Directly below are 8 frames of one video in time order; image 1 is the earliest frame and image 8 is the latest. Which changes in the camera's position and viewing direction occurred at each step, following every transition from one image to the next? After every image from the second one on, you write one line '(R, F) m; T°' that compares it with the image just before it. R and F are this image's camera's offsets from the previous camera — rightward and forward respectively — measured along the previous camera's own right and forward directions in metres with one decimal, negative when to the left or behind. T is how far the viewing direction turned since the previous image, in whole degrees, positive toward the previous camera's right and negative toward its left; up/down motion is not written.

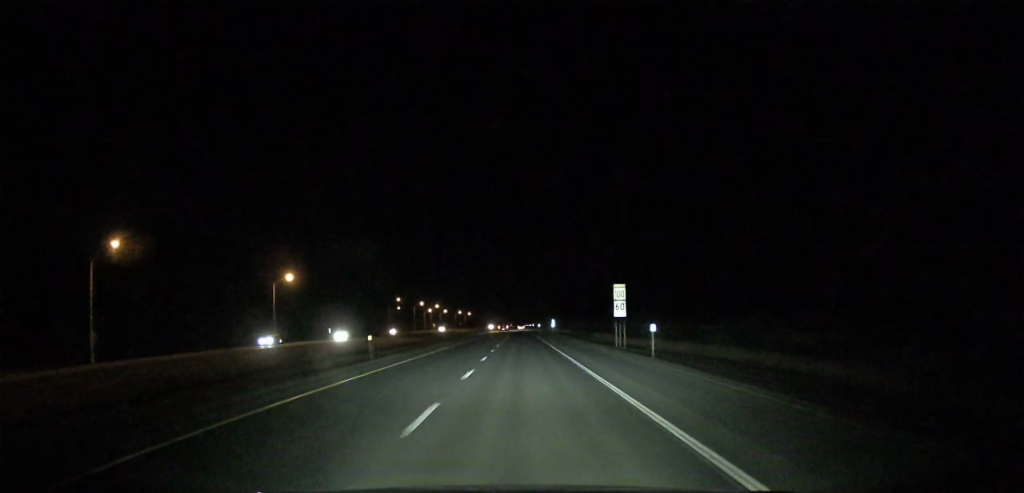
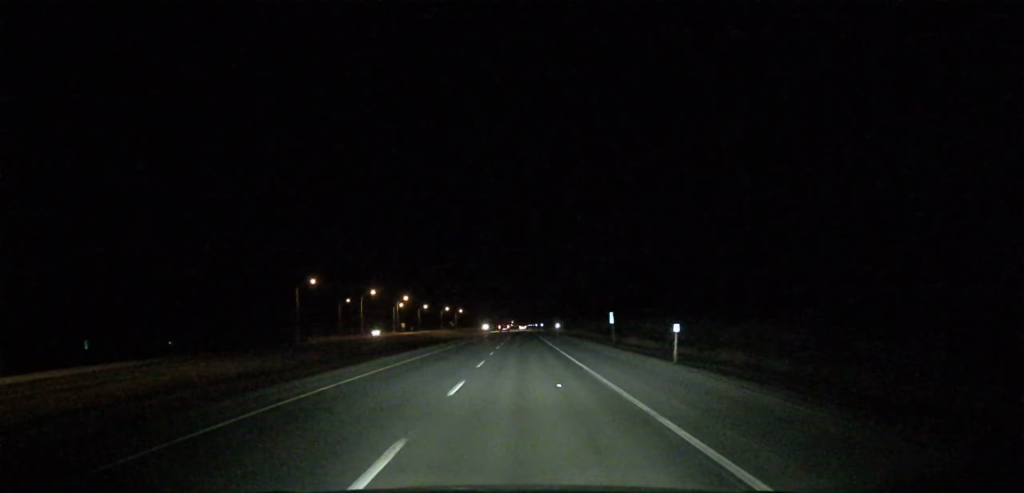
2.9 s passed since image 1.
(-0.1, +104.4) m; 0°
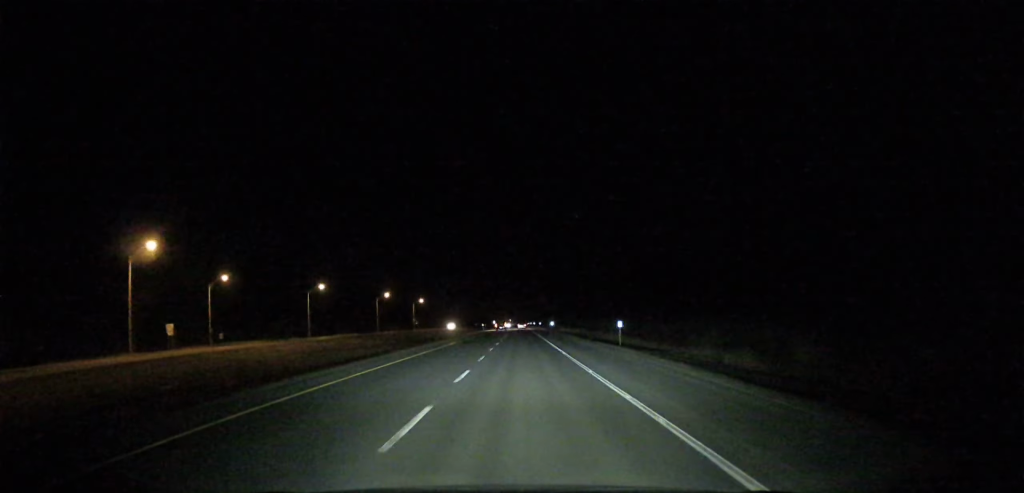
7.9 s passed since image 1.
(-0.2, +180.1) m; 0°
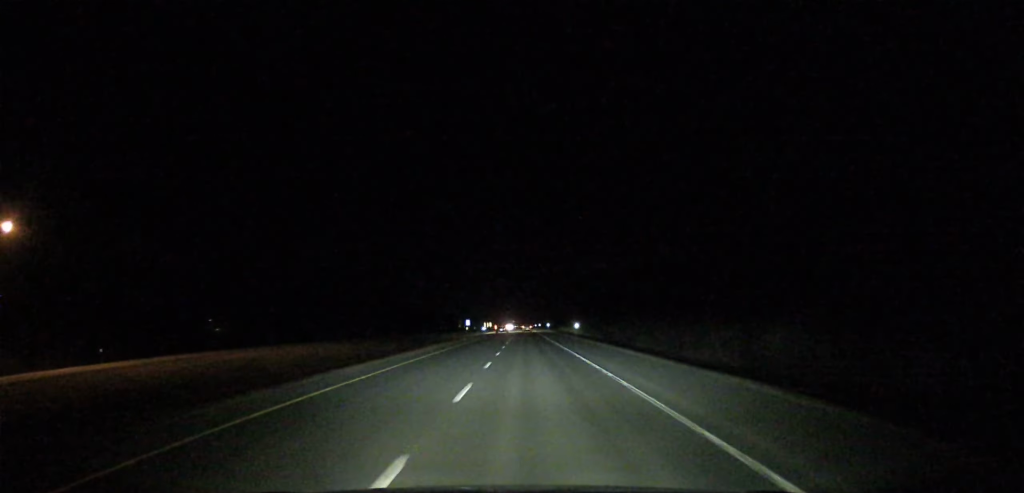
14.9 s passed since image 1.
(-0.2, +250.4) m; 0°
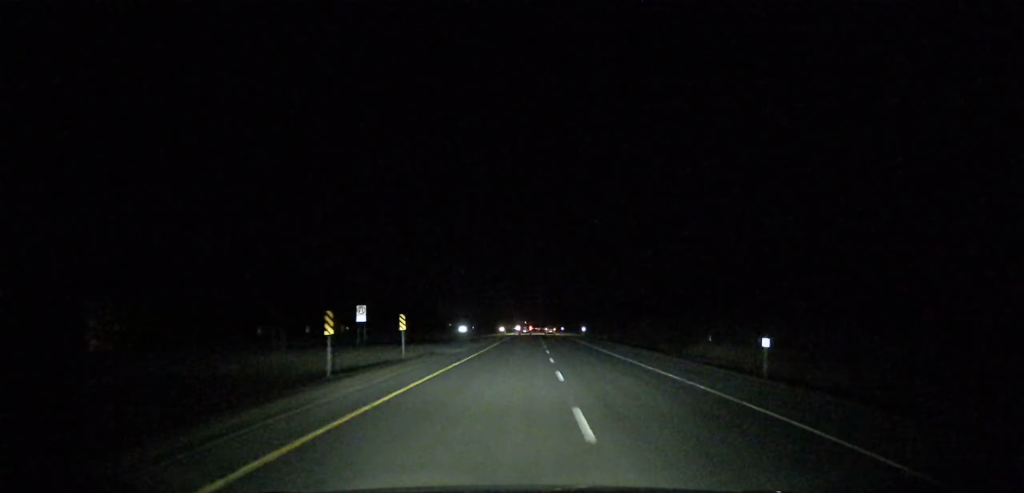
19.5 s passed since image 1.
(-0.5, +163.6) m; 0°
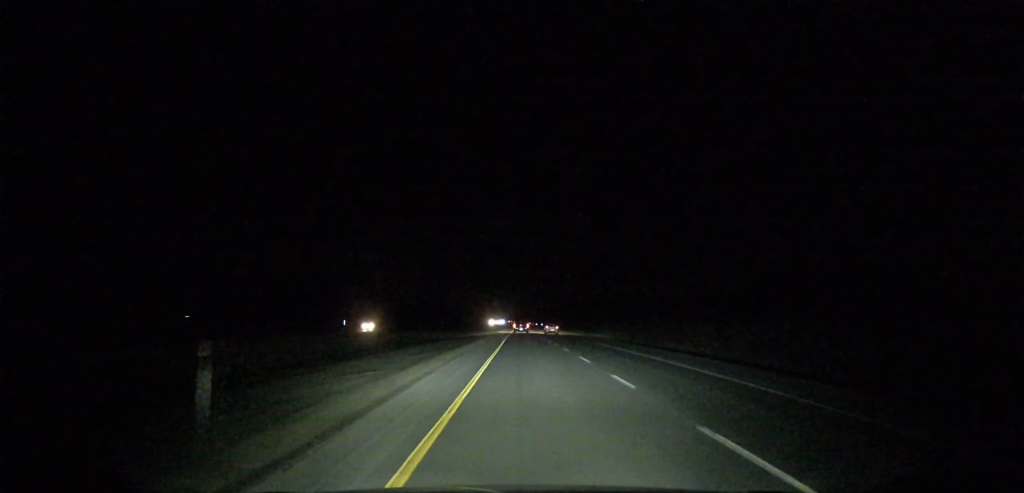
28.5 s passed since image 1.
(+1.0, +318.8) m; 0°
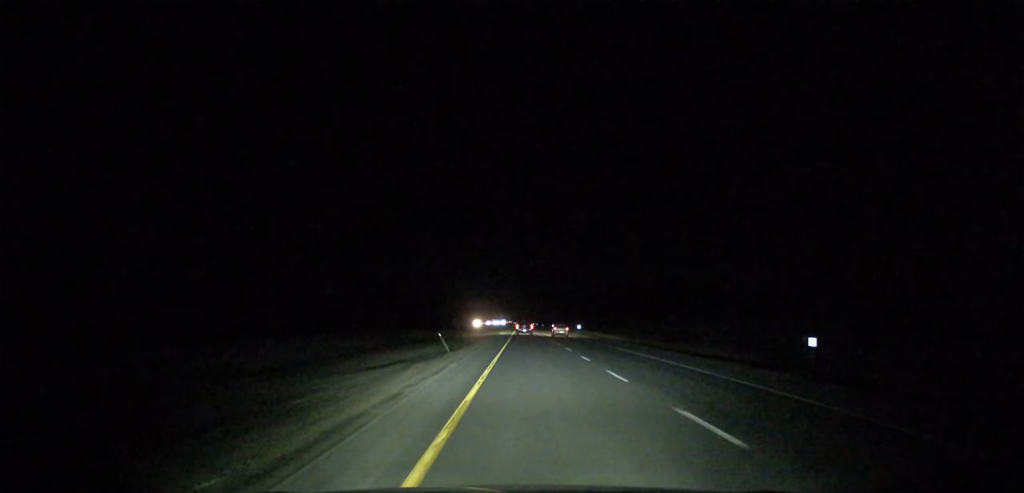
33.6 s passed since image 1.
(+0.3, +185.7) m; 0°
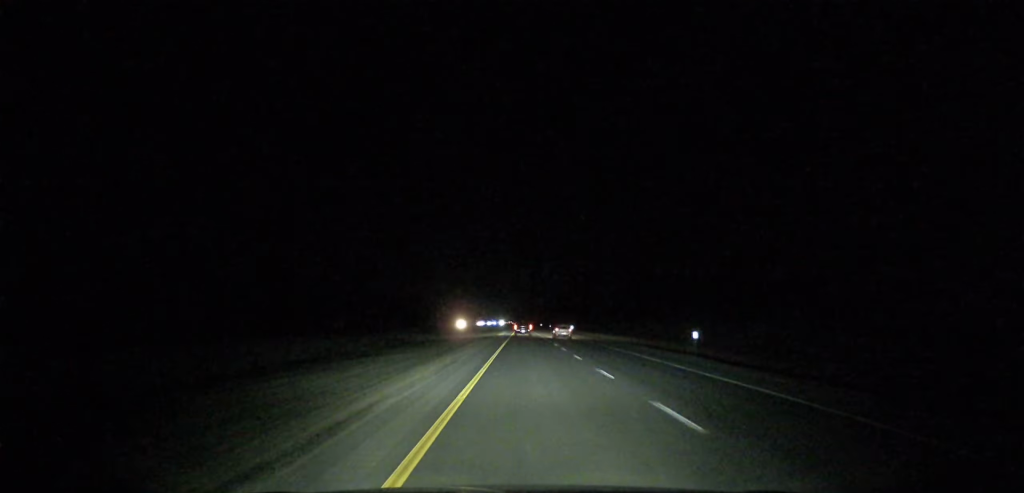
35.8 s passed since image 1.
(0.0, +82.4) m; 0°
